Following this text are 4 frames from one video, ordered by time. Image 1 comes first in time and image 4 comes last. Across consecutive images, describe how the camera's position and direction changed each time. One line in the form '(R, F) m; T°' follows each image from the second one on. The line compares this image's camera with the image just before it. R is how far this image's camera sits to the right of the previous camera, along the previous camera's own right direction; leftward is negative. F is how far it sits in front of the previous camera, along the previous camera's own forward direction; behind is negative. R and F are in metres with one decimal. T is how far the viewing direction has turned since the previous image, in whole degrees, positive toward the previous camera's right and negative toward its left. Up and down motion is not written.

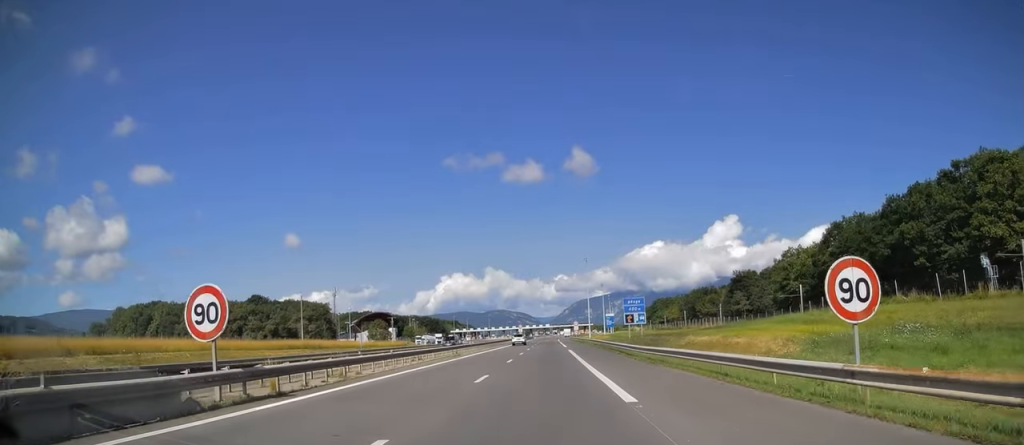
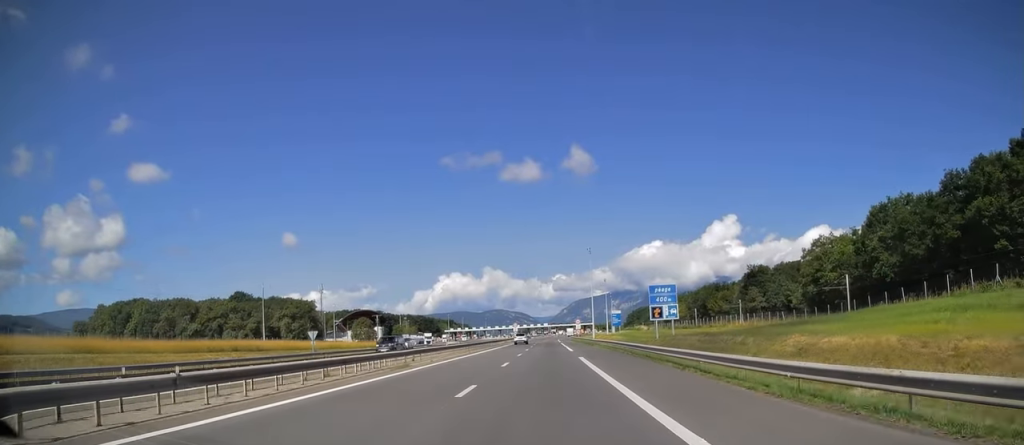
(0.0, +17.3) m; 0°
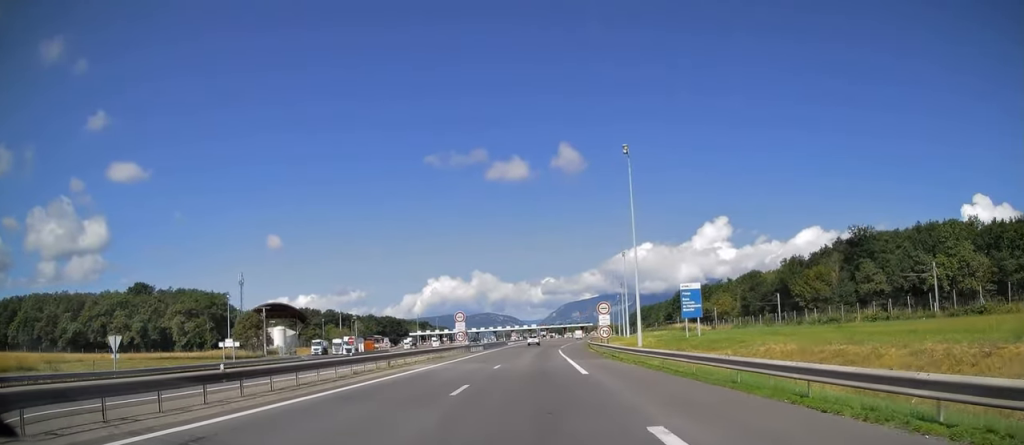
(+0.5, +77.1) m; +1°
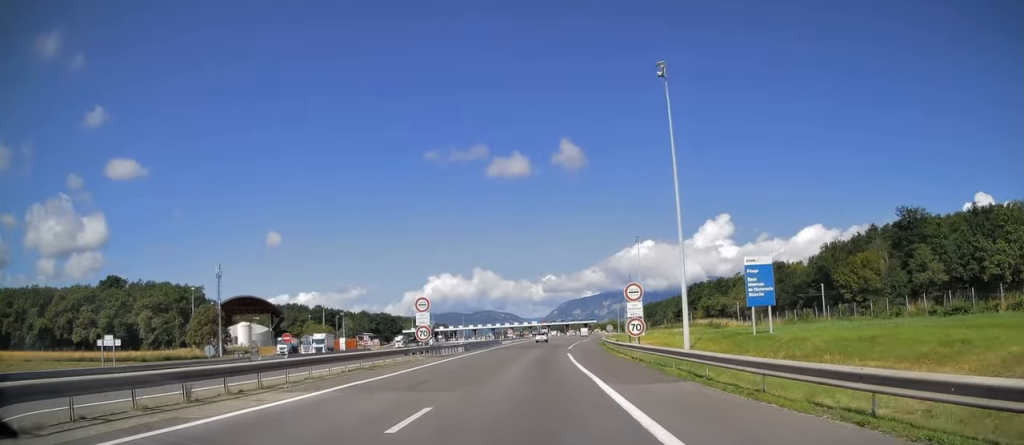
(+0.4, +18.9) m; +1°
